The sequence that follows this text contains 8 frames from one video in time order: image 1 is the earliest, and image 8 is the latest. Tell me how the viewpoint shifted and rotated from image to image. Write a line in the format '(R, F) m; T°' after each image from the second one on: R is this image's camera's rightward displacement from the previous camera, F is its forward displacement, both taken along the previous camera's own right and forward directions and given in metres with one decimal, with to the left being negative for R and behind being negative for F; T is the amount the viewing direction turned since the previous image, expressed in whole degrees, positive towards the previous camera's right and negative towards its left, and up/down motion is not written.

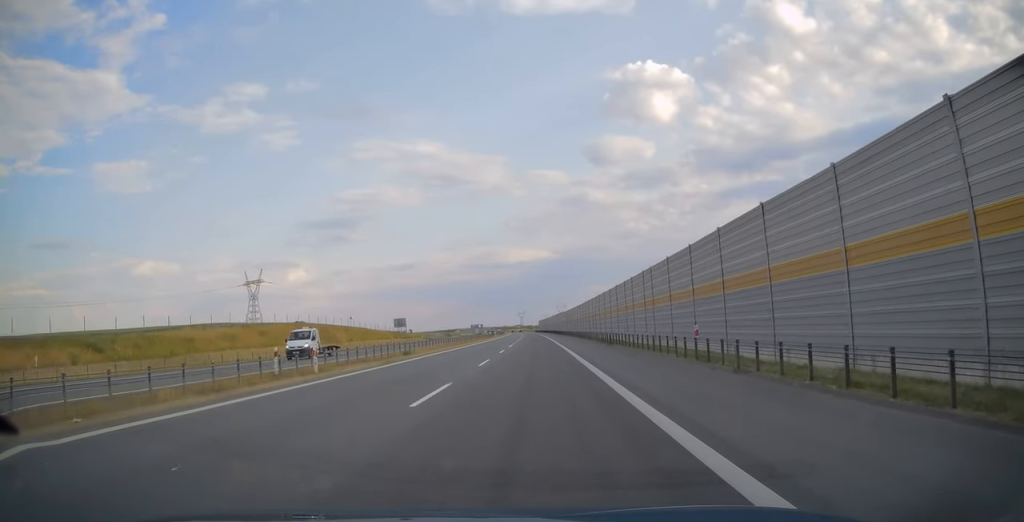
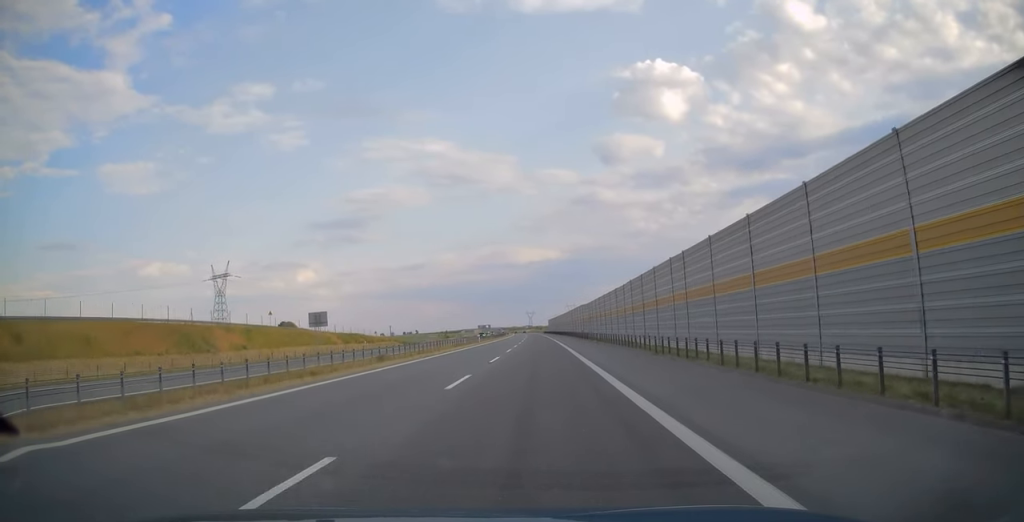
(-0.2, +44.8) m; -1°
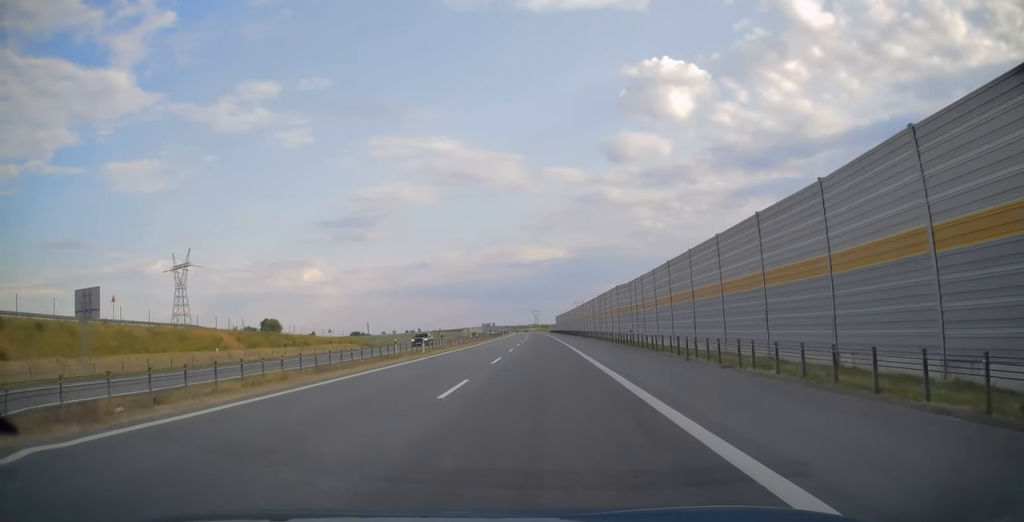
(-0.2, +38.2) m; -1°
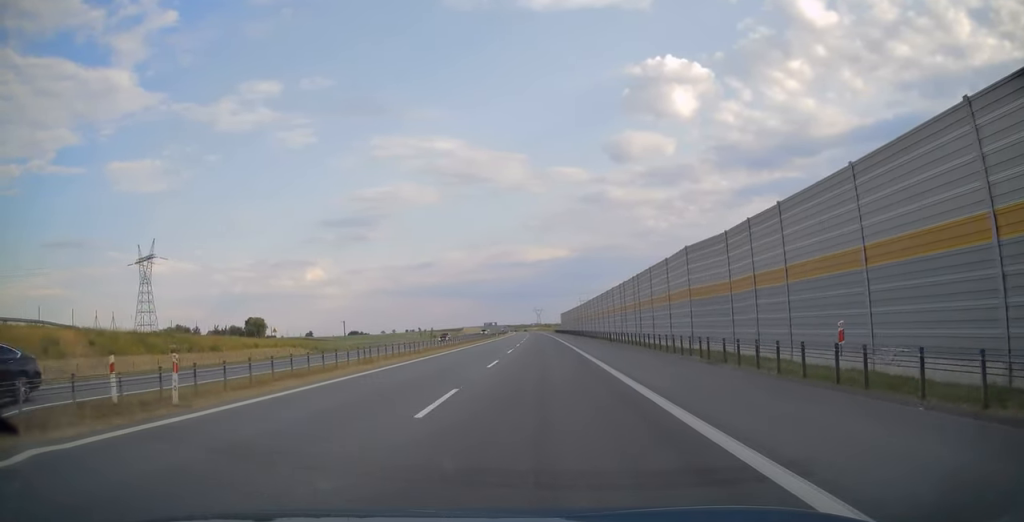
(-0.1, +26.7) m; 0°
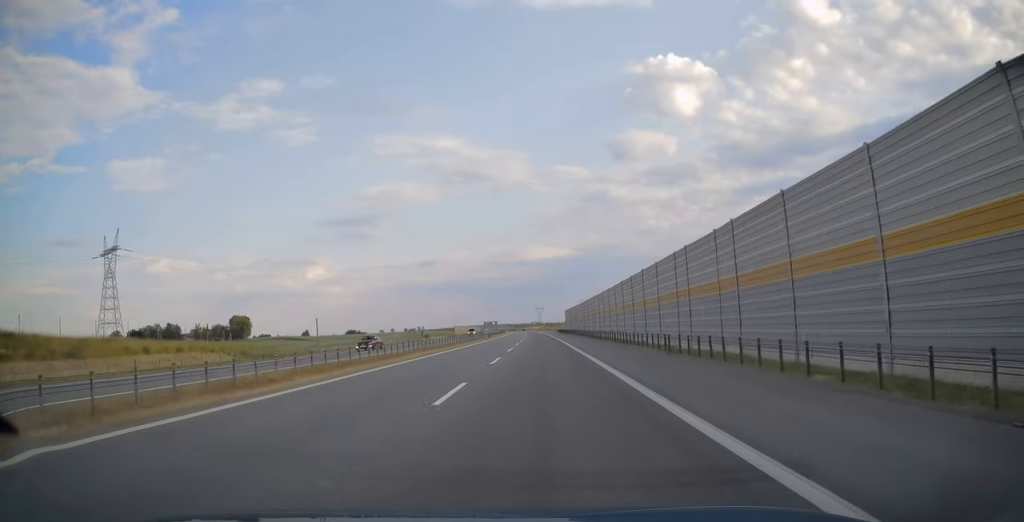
(0.0, +22.4) m; 0°
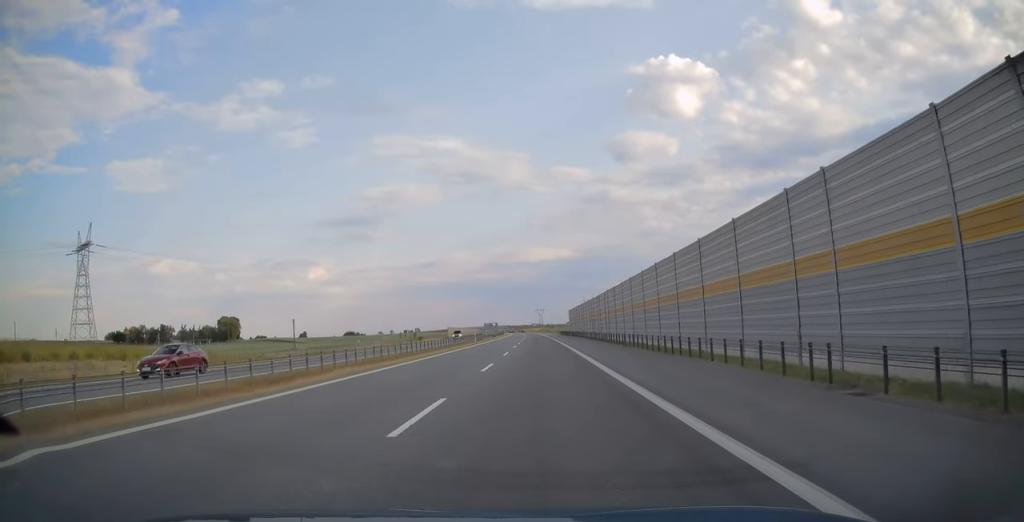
(0.0, +15.3) m; 0°
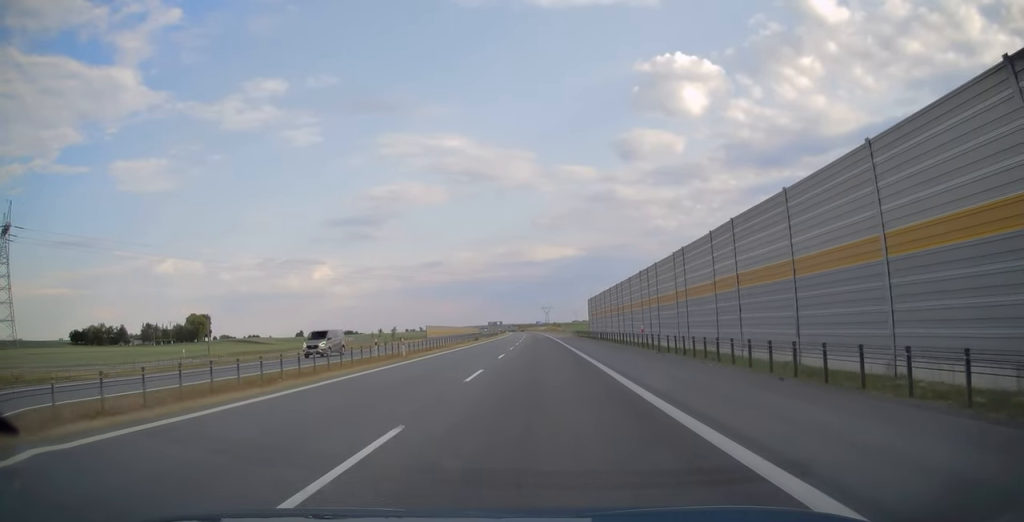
(-0.1, +40.0) m; 0°
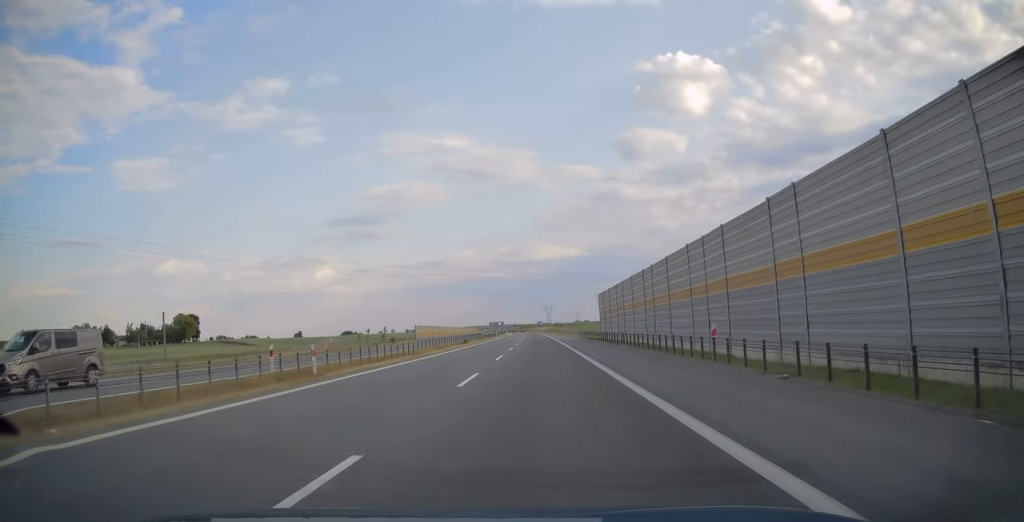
(+0.1, +13.7) m; 0°
